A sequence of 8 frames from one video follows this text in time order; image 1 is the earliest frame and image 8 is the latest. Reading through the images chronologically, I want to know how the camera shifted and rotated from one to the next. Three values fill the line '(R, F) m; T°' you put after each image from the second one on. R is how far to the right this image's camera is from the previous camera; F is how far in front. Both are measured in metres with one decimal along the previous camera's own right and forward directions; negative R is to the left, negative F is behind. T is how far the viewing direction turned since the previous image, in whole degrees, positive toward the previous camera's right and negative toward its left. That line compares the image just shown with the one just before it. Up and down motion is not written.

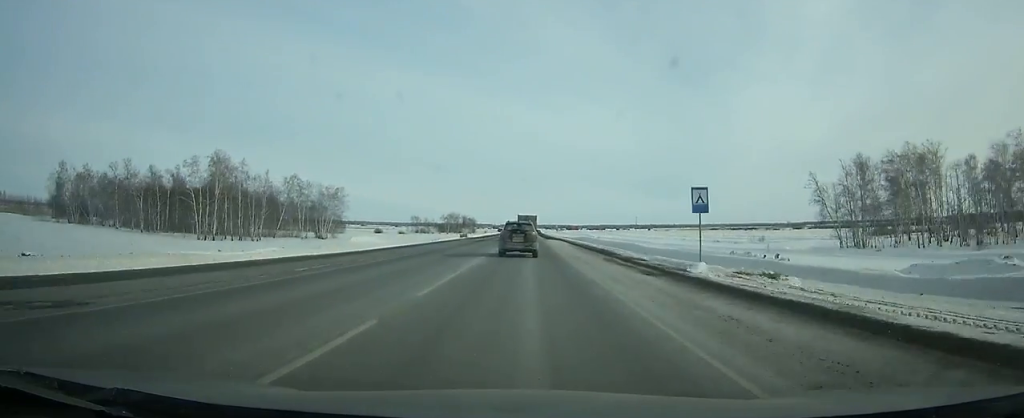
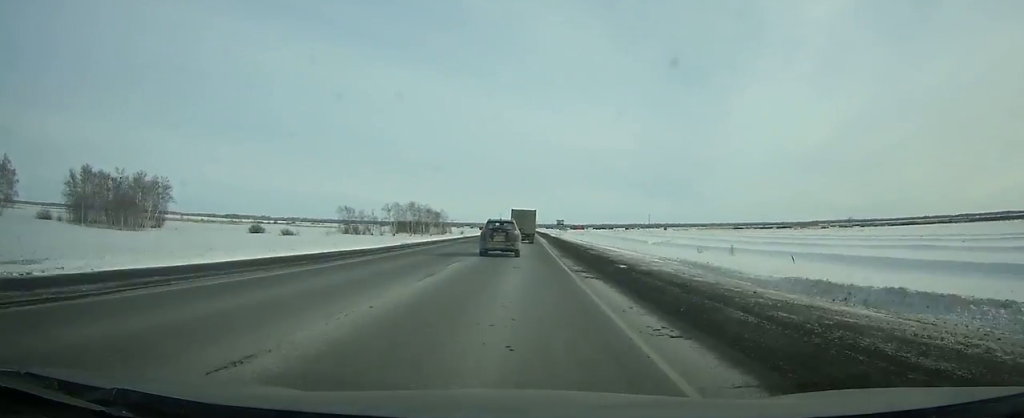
(+0.2, +105.6) m; 0°
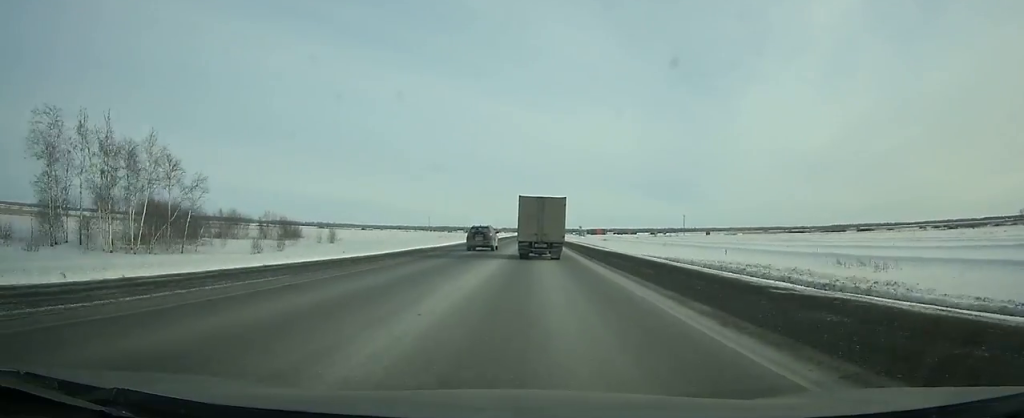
(-1.1, +164.0) m; -1°
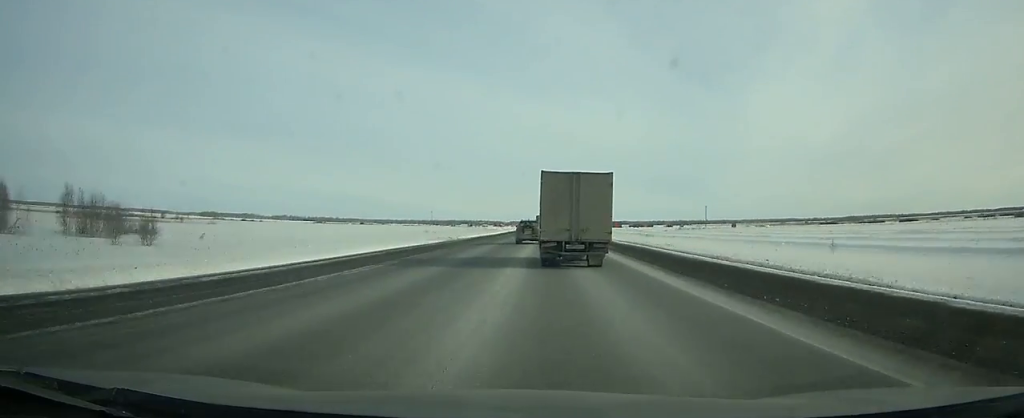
(-0.2, +52.3) m; 0°
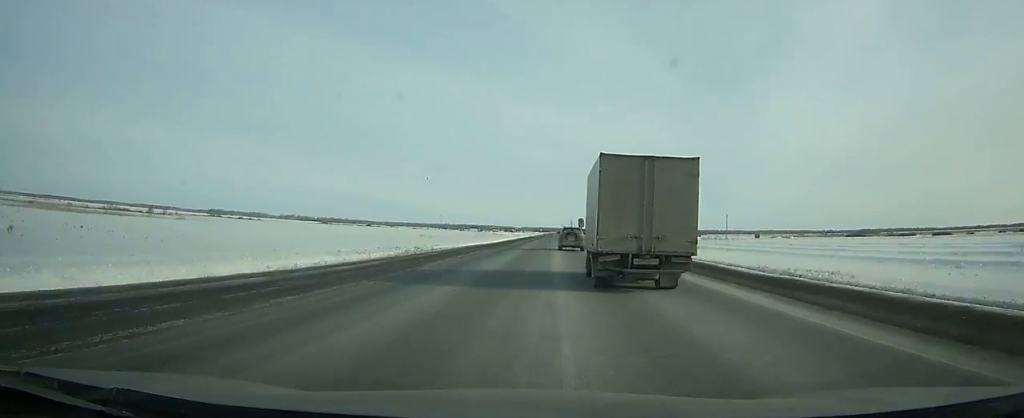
(-0.1, +28.8) m; 0°
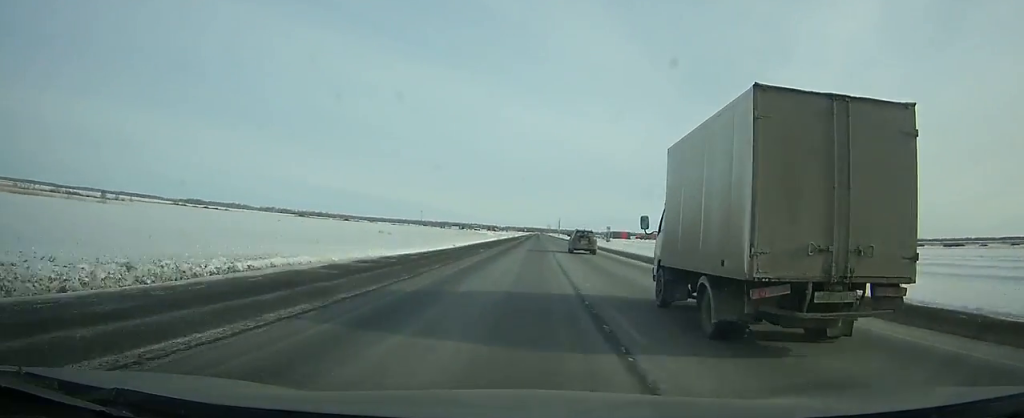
(0.0, +34.1) m; 0°
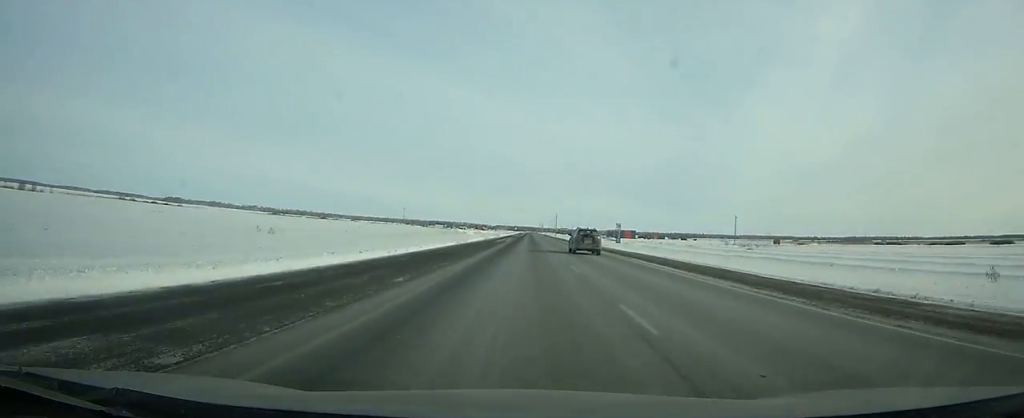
(0.0, +59.0) m; +1°
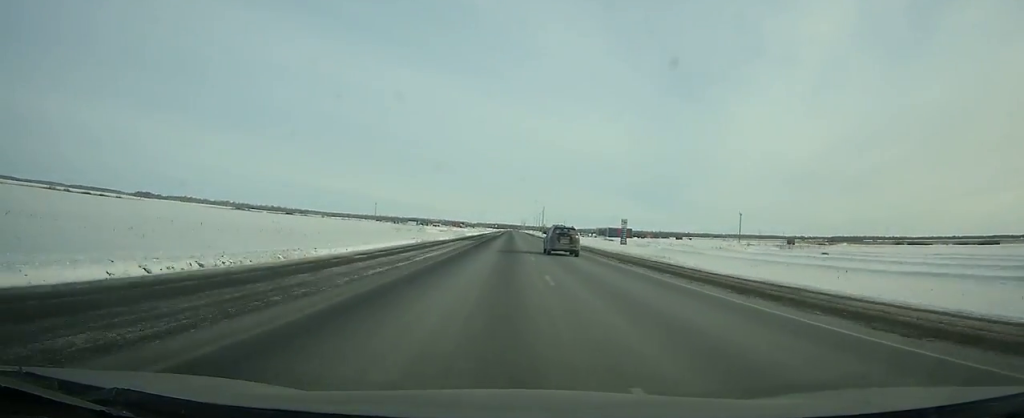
(+0.7, +52.2) m; +1°
